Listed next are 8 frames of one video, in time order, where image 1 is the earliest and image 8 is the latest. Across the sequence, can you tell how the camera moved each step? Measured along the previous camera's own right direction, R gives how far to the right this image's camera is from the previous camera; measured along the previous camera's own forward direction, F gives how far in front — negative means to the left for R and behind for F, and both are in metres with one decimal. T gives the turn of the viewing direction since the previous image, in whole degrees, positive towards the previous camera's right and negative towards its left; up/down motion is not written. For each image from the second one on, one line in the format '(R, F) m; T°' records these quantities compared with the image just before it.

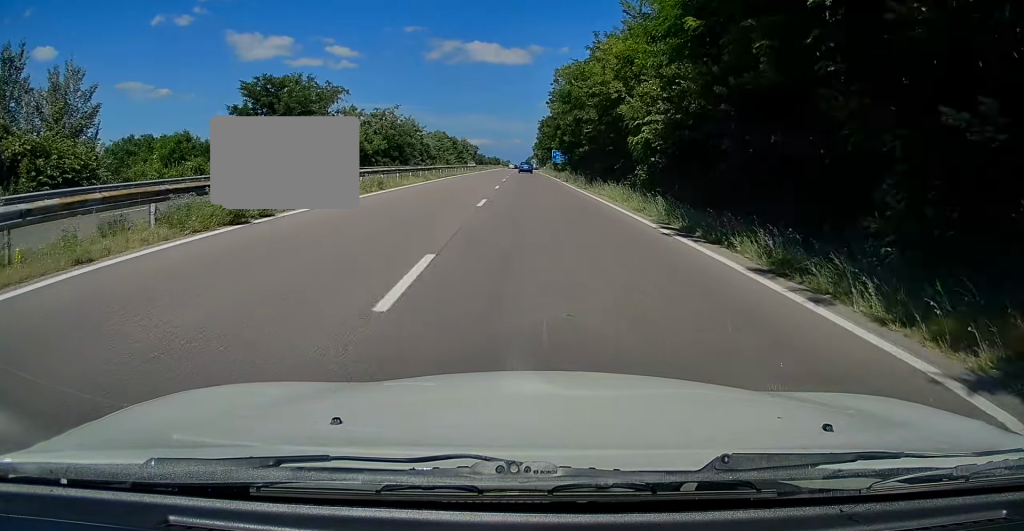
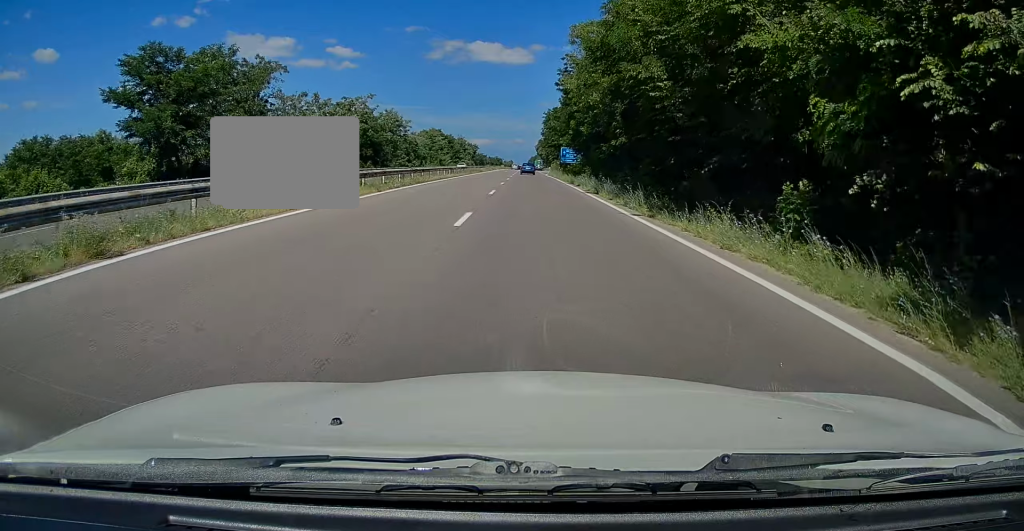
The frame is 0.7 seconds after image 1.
(+0.1, +17.5) m; 0°
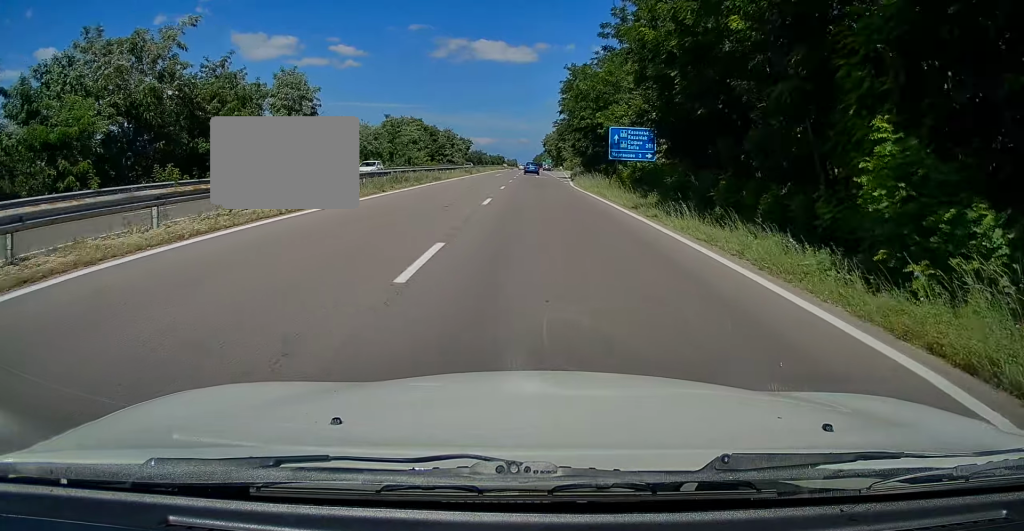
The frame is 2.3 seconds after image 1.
(-0.1, +41.8) m; 0°
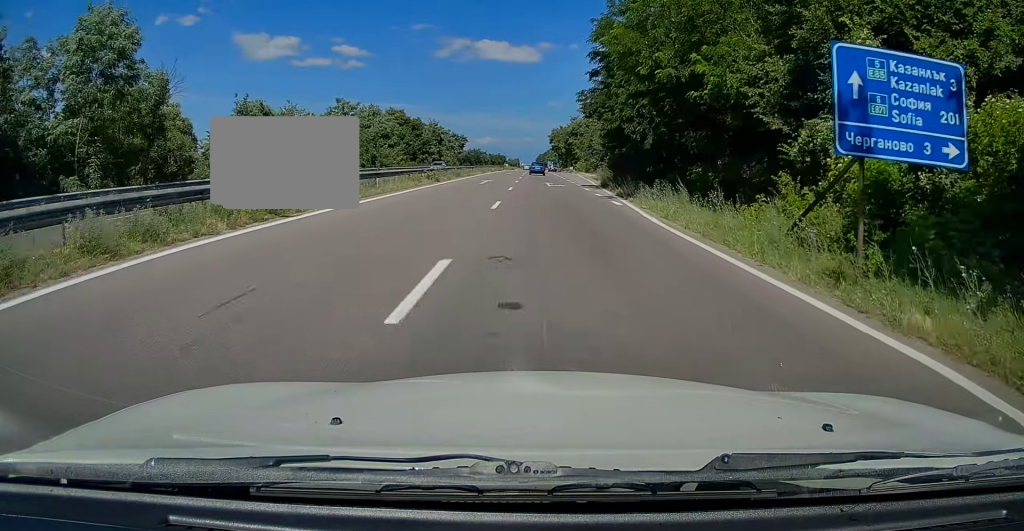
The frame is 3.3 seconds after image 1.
(-0.1, +25.3) m; -1°
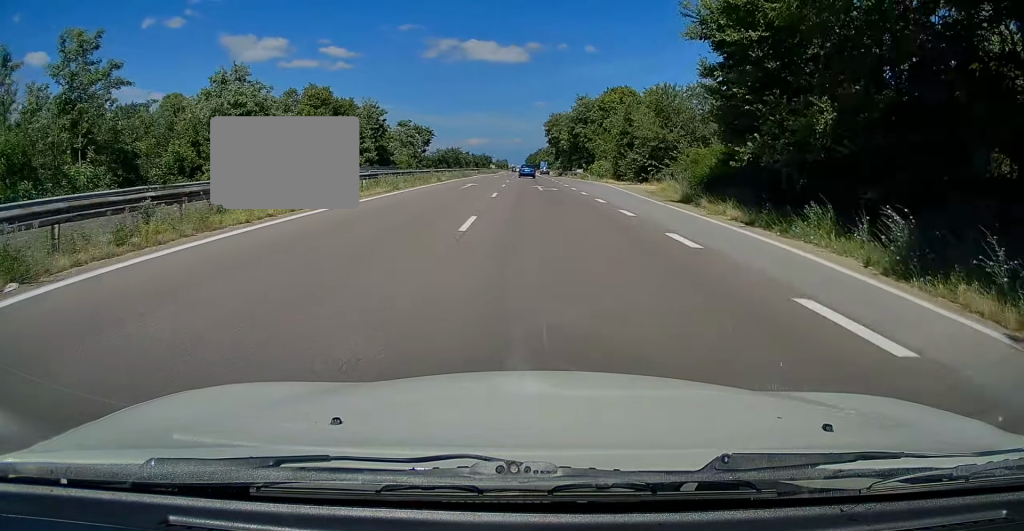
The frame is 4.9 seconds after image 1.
(-0.3, +41.5) m; 0°
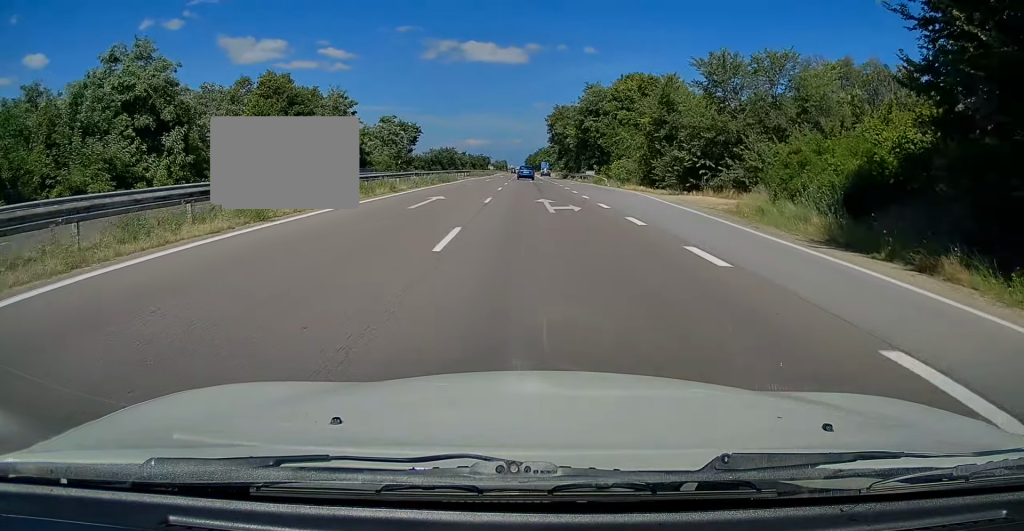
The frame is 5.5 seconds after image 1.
(0.0, +14.4) m; +1°
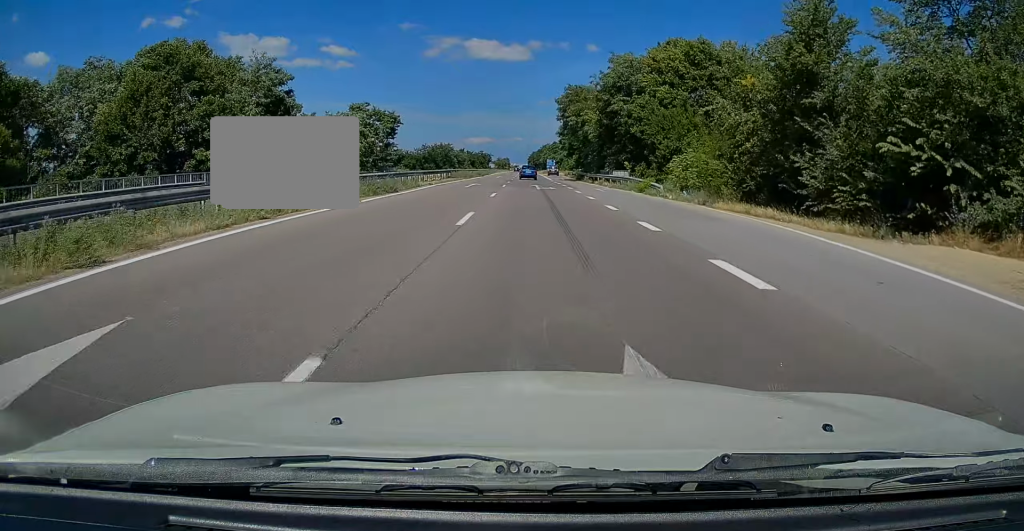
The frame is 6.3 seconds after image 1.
(+0.3, +20.3) m; 0°
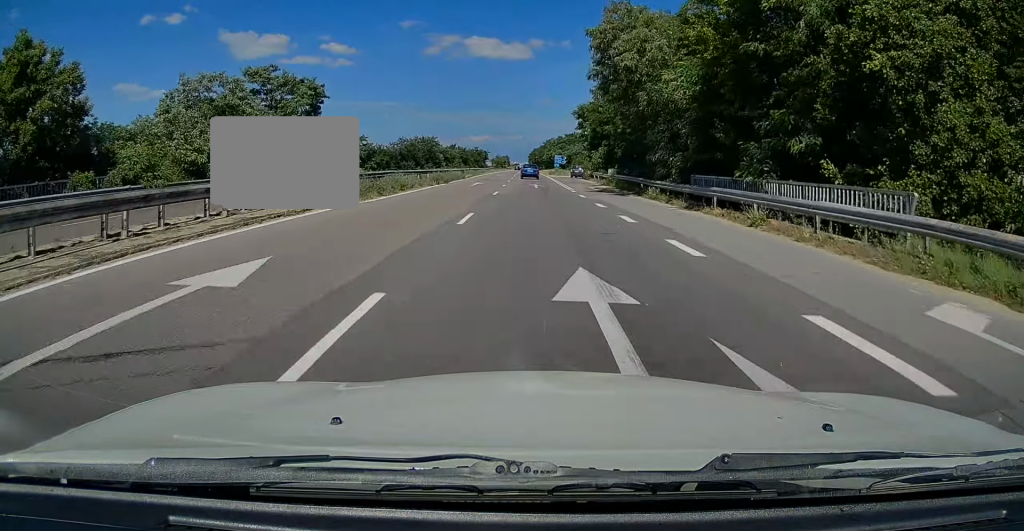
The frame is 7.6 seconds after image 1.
(-0.3, +34.0) m; -1°
